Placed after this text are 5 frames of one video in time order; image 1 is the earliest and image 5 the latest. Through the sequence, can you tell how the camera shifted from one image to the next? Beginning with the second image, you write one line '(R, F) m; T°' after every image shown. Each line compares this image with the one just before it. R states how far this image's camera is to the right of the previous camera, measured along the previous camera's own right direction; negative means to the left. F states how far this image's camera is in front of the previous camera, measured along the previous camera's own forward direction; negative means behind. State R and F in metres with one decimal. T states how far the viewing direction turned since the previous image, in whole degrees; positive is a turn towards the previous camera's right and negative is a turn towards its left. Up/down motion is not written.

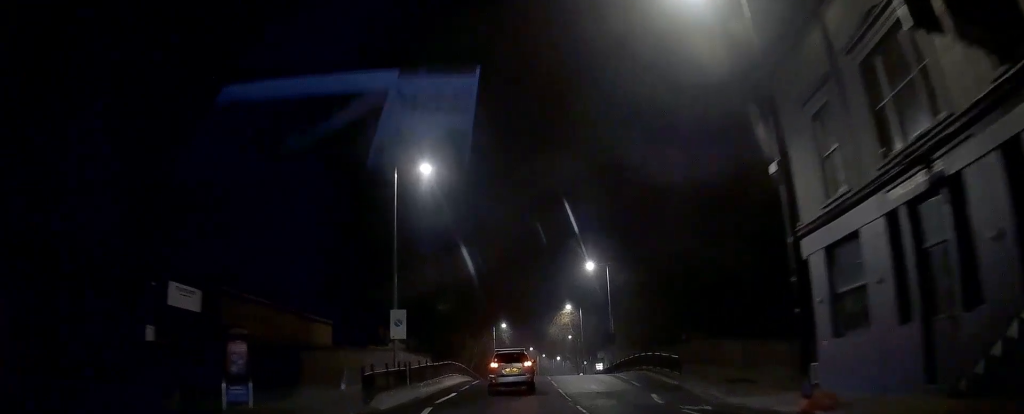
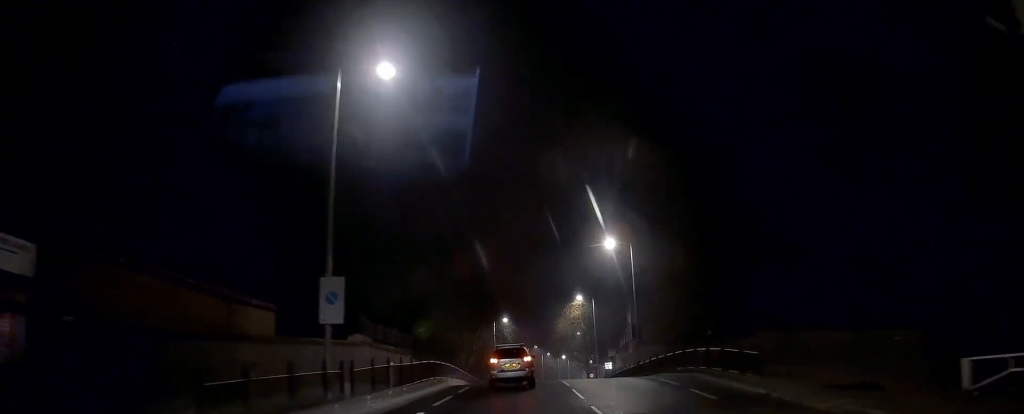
(-0.1, +9.9) m; -1°
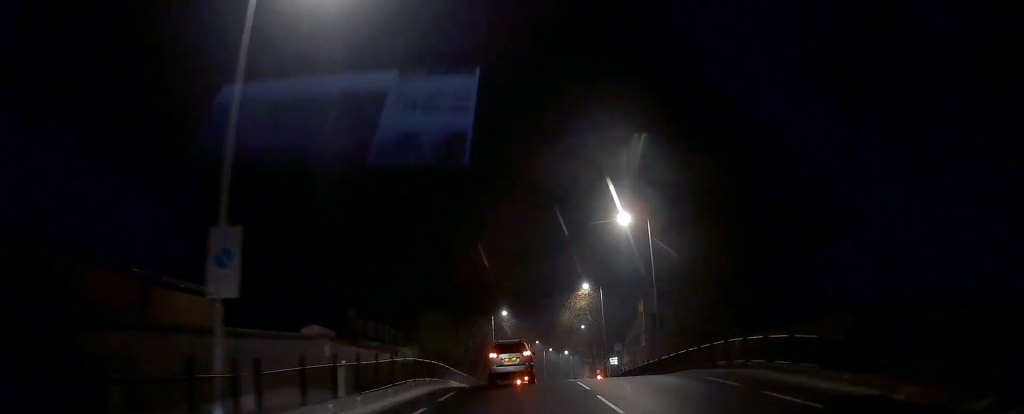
(-0.1, +6.3) m; 0°
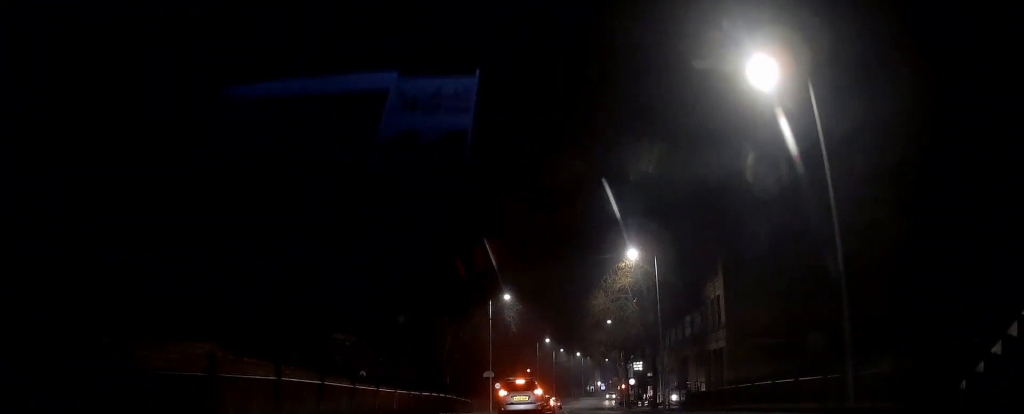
(+0.6, +22.0) m; +1°
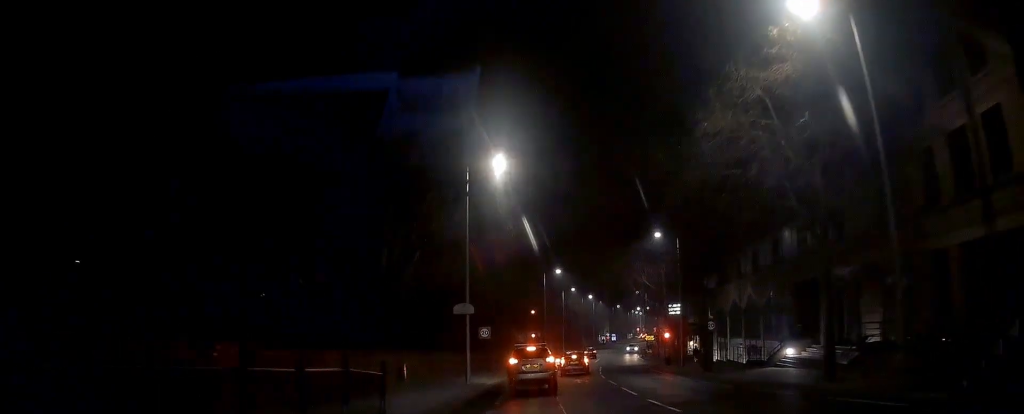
(-0.8, +27.4) m; -2°
